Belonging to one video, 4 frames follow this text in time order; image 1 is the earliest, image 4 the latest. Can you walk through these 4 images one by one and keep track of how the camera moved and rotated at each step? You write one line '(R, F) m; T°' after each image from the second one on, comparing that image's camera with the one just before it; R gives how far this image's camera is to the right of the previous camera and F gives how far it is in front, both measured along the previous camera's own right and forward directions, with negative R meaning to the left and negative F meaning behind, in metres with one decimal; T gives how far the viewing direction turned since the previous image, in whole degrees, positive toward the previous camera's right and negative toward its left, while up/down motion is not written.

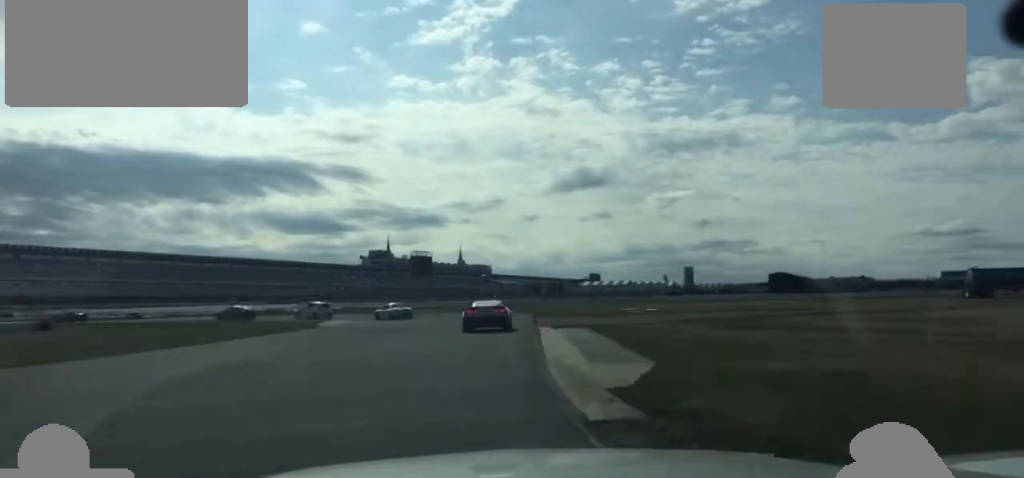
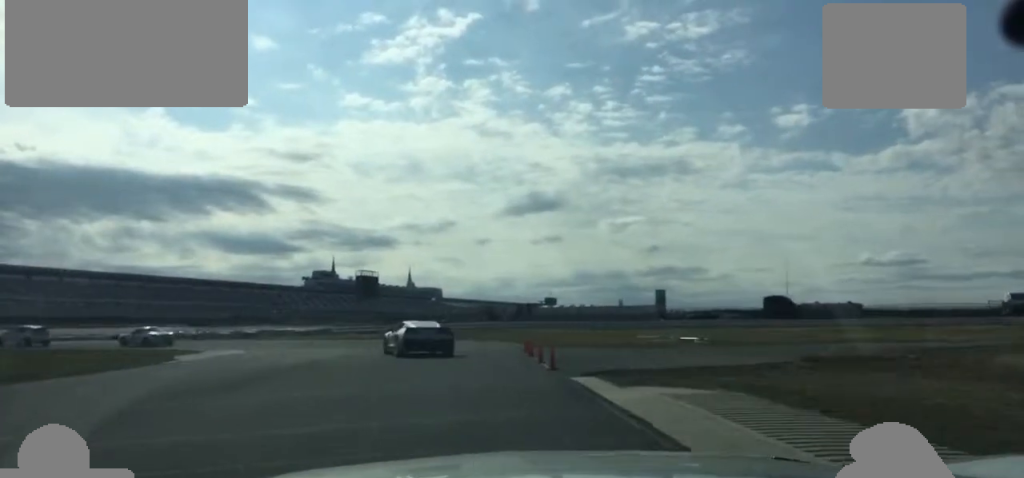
(+0.4, +20.2) m; -4°
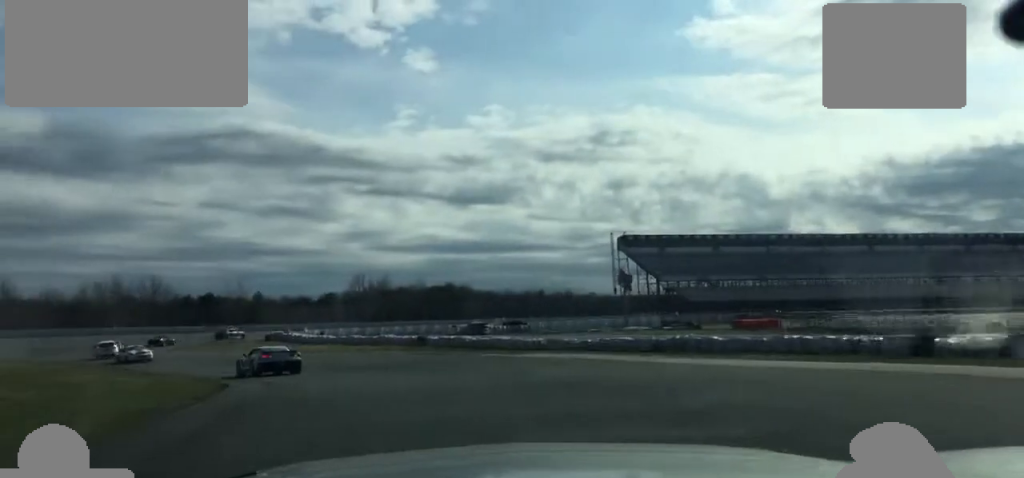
(-26.9, +63.4) m; -57°
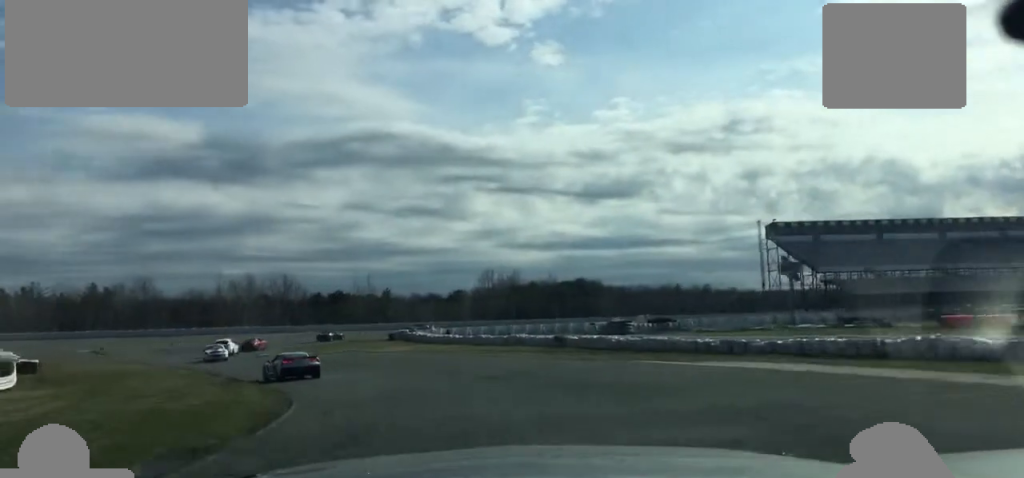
(-0.5, +11.1) m; -9°
